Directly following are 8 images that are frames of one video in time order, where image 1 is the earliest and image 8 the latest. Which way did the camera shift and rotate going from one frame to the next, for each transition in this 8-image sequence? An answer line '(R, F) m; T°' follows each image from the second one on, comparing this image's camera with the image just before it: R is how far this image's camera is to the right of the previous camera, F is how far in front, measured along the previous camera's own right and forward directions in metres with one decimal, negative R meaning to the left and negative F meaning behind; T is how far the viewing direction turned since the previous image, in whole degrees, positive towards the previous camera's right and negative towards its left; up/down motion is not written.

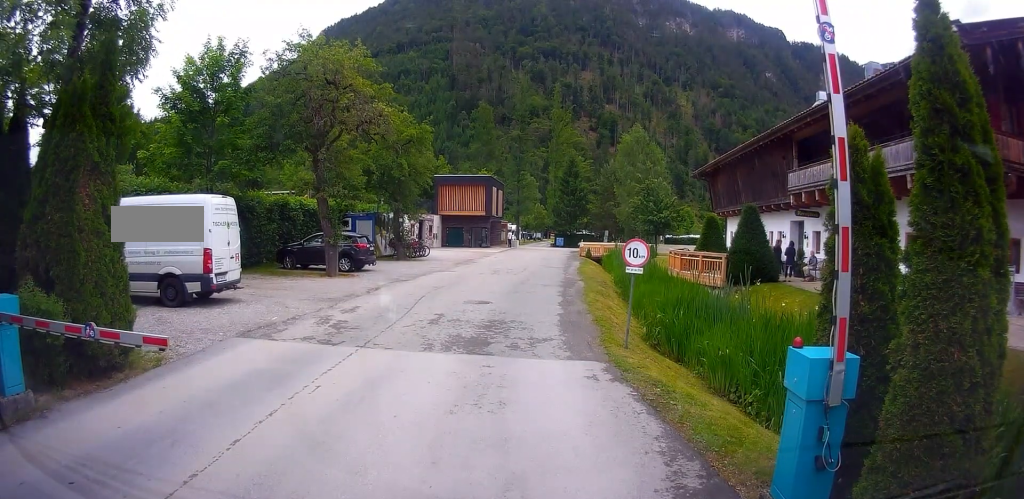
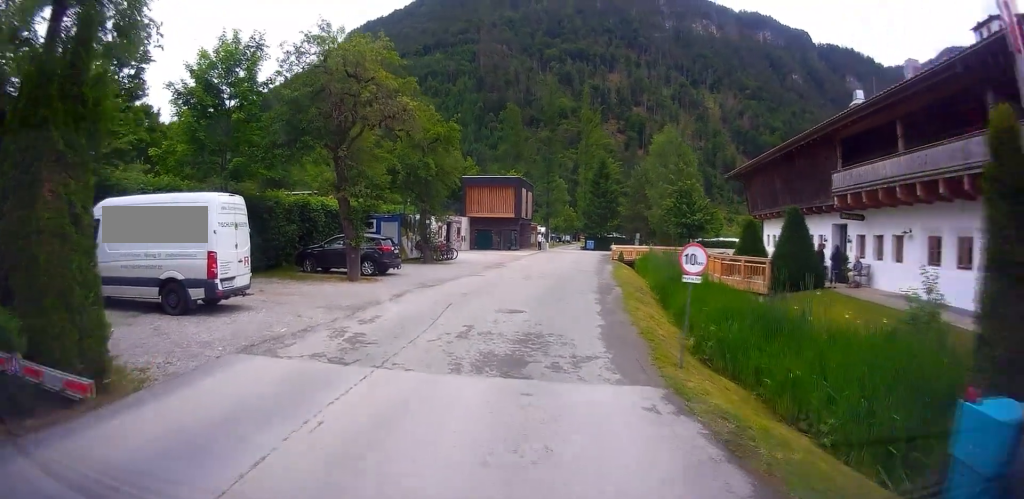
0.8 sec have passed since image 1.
(-0.6, +3.2) m; -10°
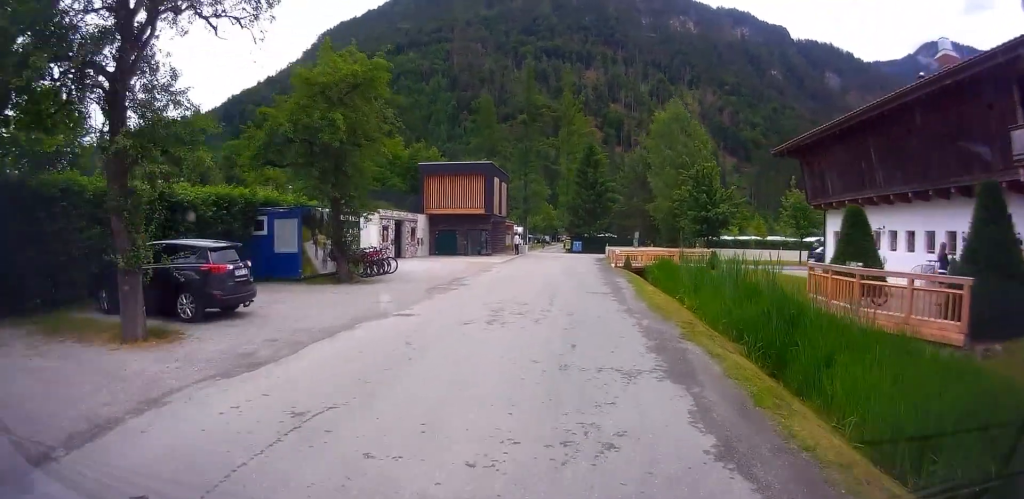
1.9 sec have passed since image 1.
(+0.1, +6.4) m; +2°
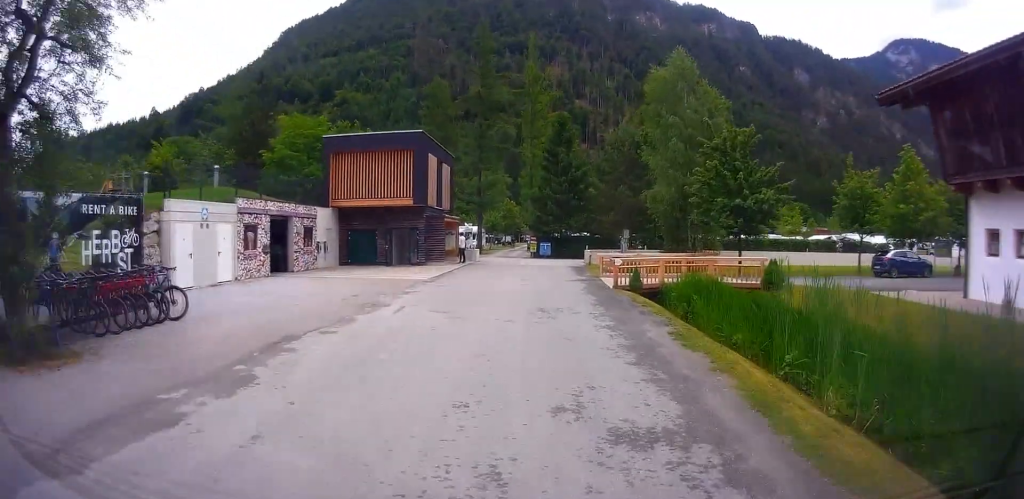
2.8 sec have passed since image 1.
(+0.2, +8.7) m; +4°
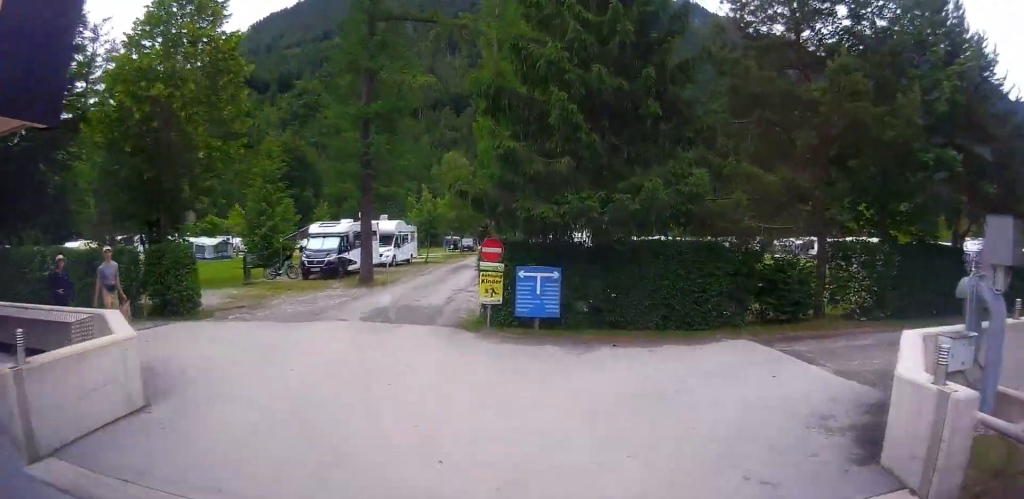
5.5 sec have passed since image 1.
(+1.3, +32.0) m; -5°
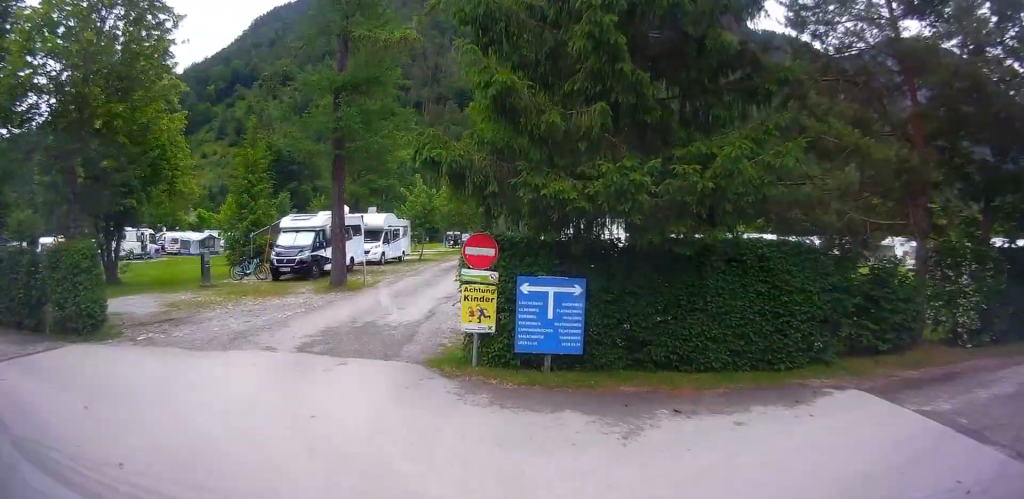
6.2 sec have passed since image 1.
(-0.9, +6.7) m; +3°
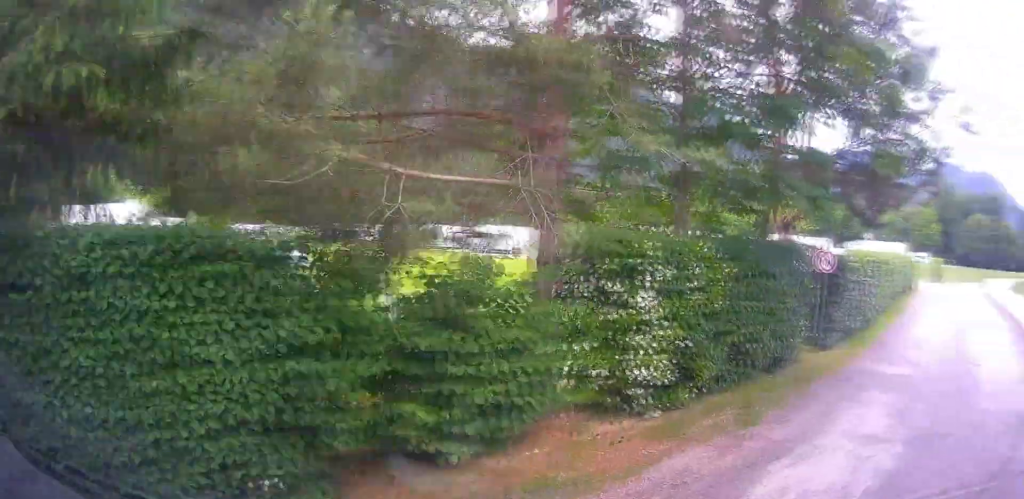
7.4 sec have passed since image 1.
(+1.6, +9.2) m; +50°
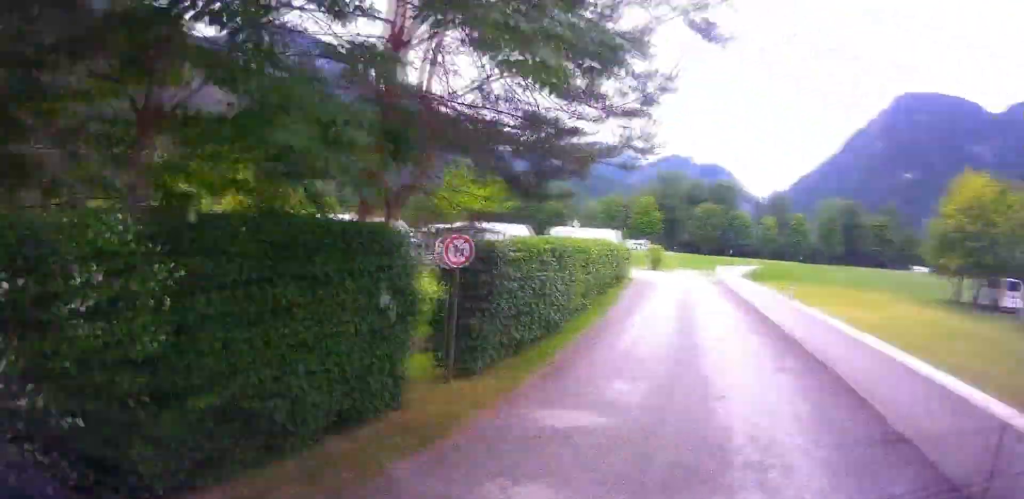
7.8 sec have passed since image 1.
(+0.6, +2.7) m; +17°
